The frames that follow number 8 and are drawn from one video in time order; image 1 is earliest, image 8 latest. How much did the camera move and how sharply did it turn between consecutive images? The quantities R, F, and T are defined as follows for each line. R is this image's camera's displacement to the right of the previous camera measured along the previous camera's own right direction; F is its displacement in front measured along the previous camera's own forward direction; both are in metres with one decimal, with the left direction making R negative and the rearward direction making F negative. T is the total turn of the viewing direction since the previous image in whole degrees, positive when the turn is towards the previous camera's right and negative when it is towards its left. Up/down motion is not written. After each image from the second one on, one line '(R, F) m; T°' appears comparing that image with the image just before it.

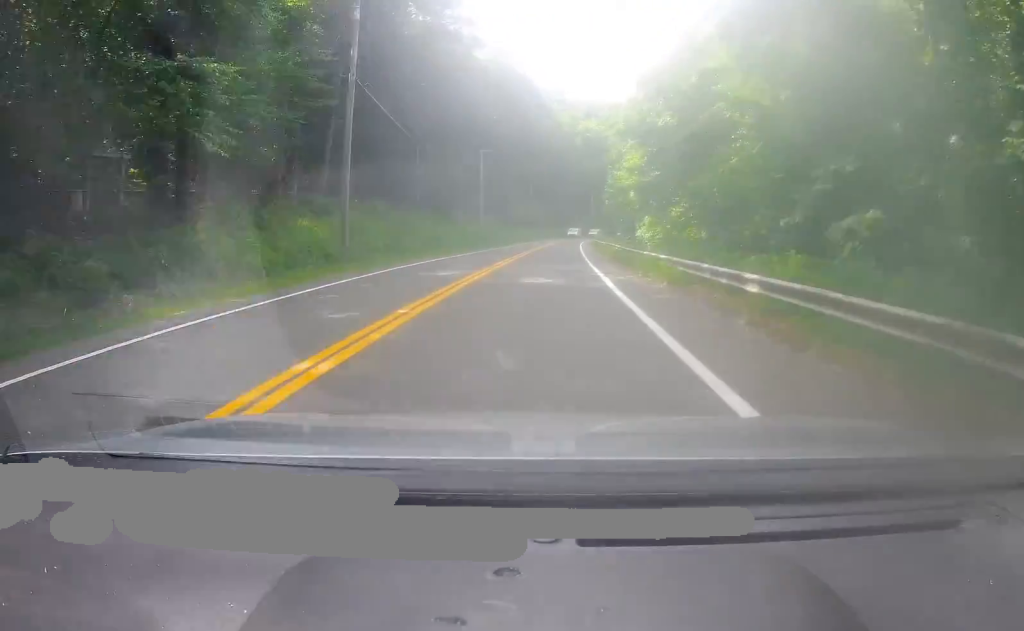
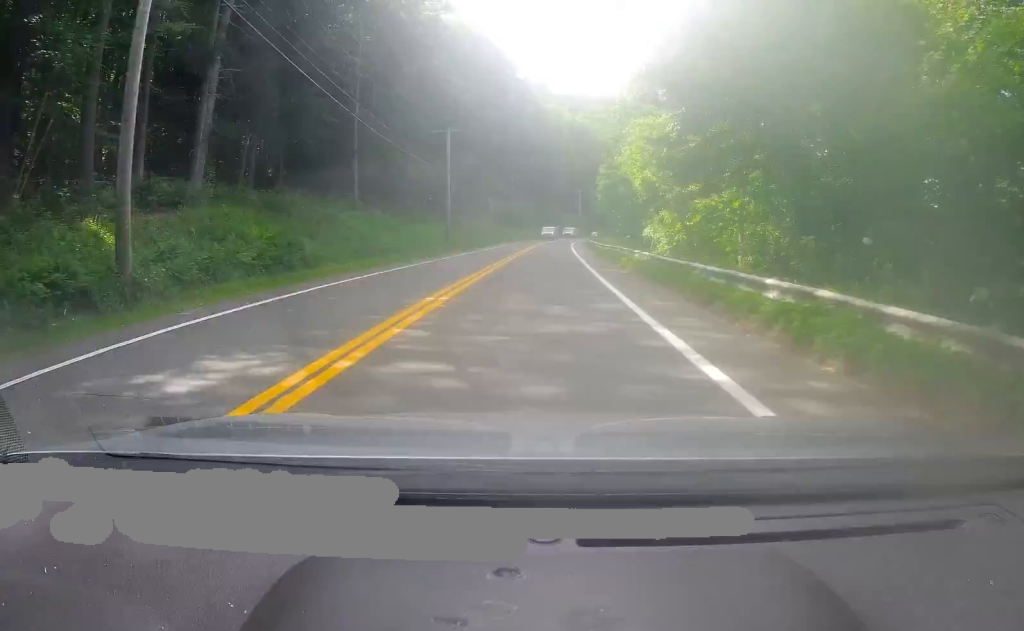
(+0.4, +15.1) m; +2°
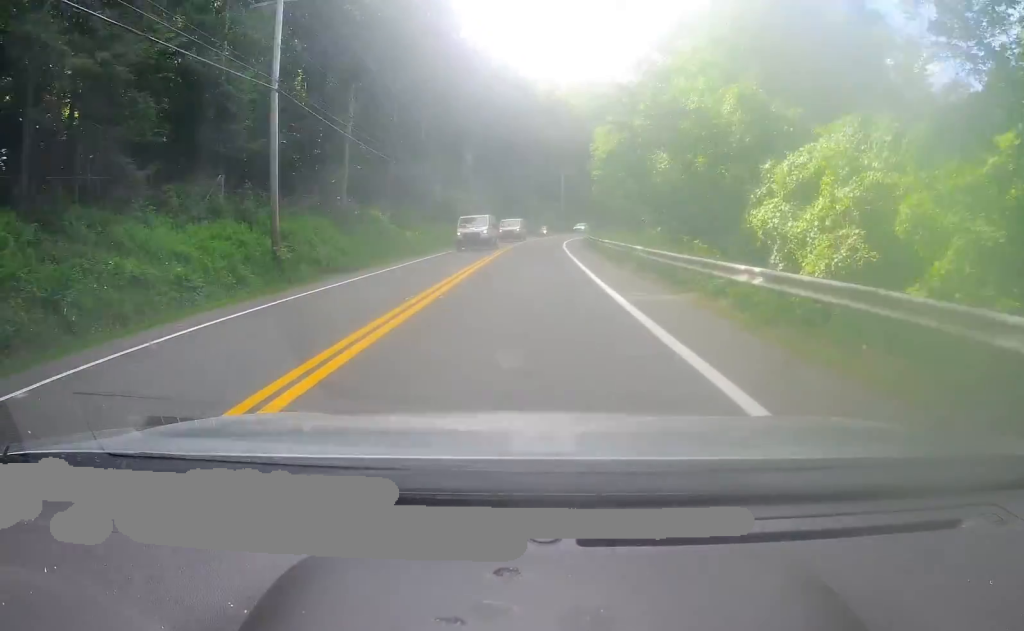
(+0.5, +36.0) m; +1°
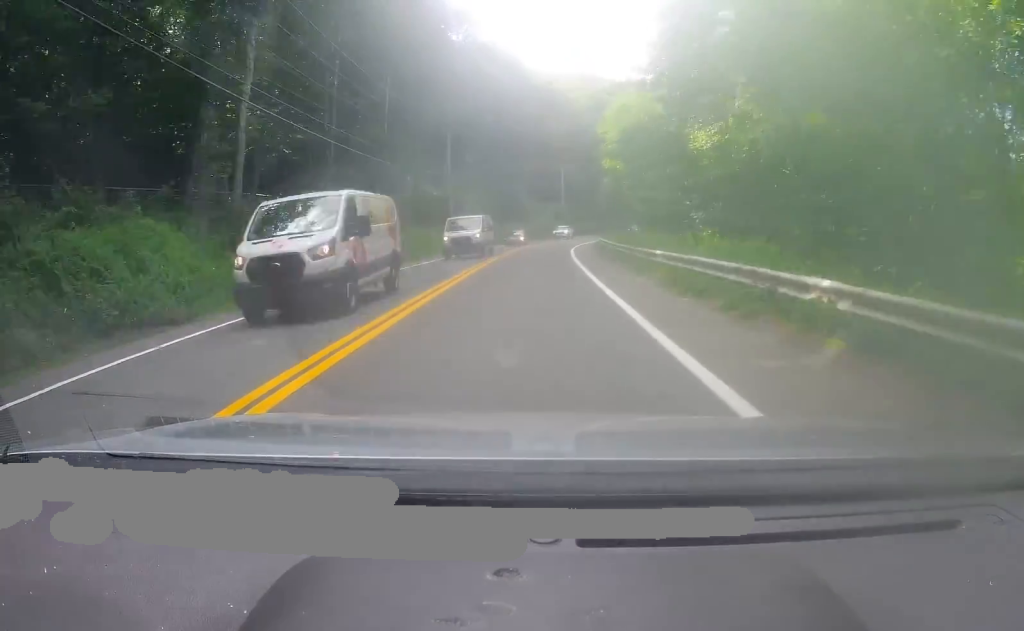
(-0.1, +15.8) m; 0°
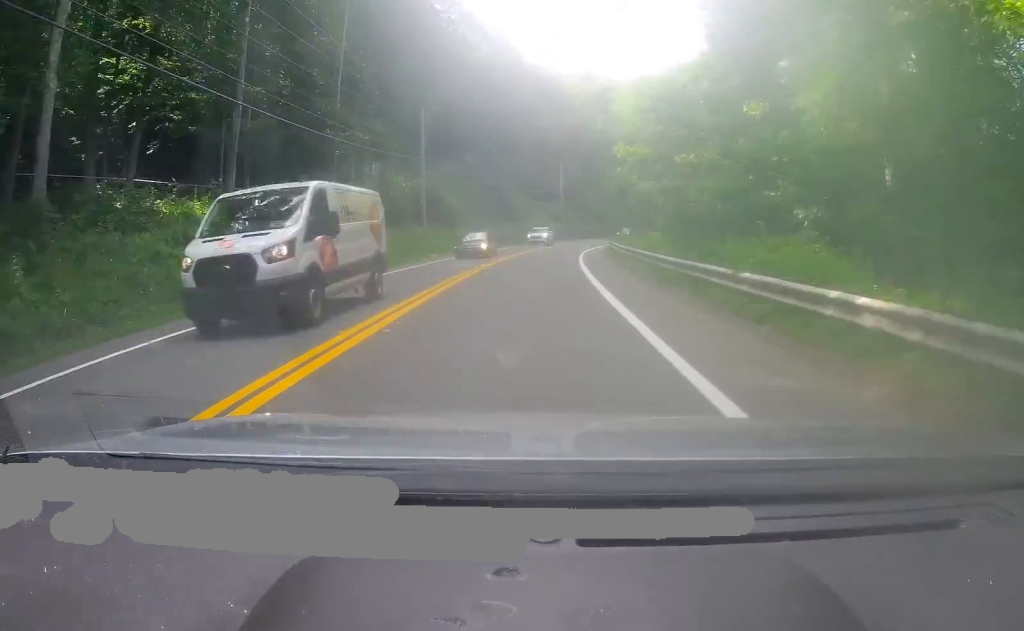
(+0.1, +13.6) m; +1°
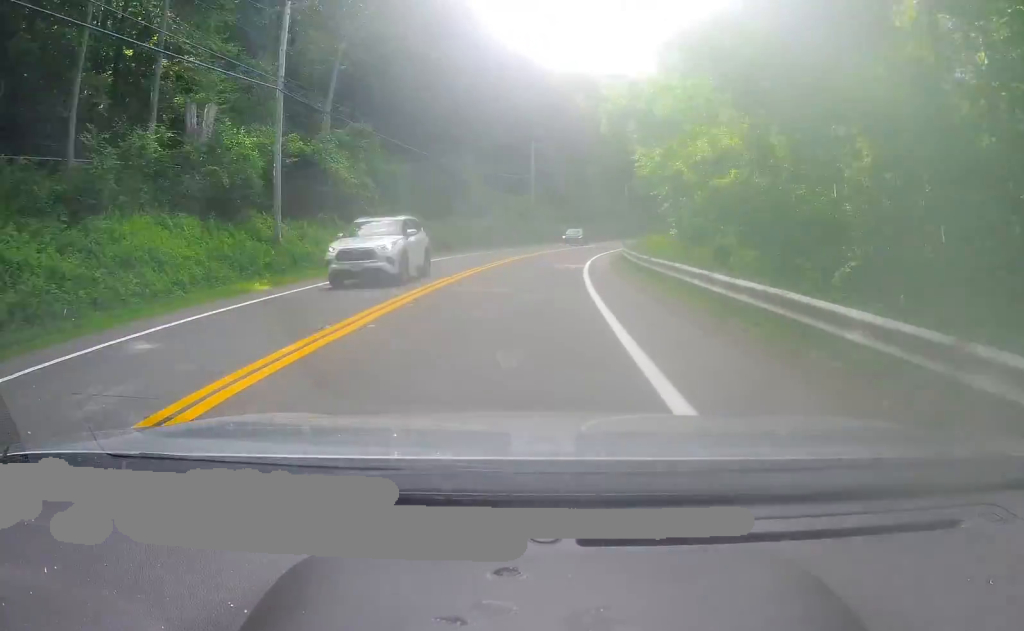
(+0.4, +23.5) m; +2°
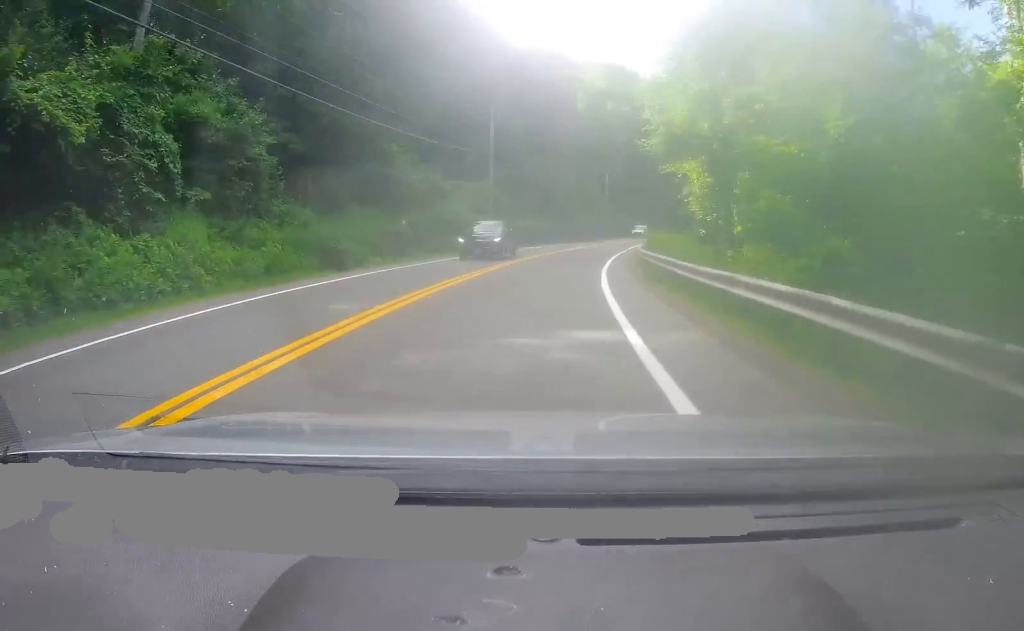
(+0.3, +20.8) m; +3°
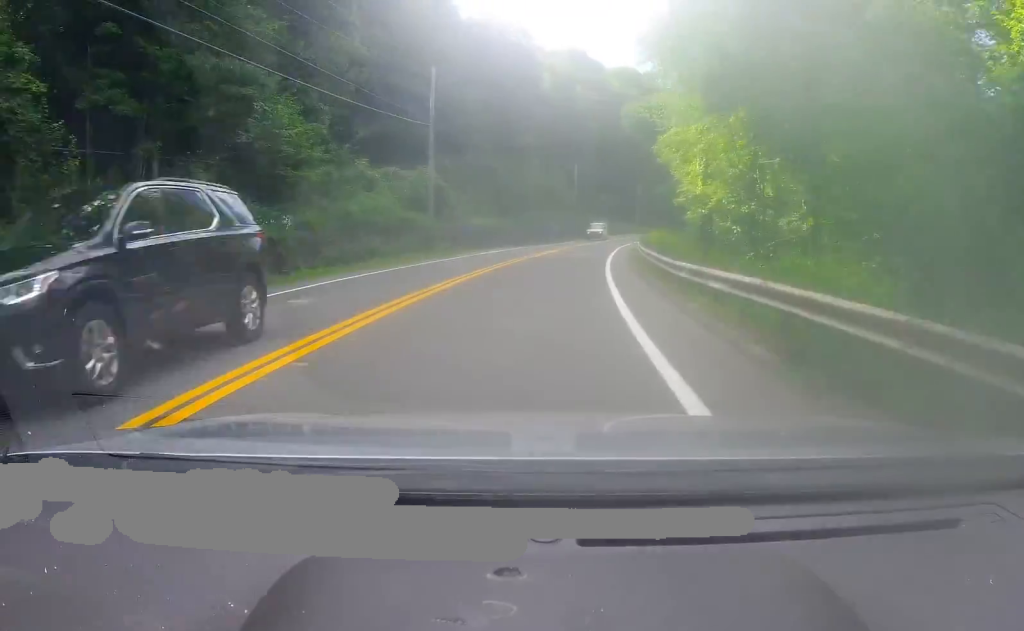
(+0.5, +13.7) m; +2°
